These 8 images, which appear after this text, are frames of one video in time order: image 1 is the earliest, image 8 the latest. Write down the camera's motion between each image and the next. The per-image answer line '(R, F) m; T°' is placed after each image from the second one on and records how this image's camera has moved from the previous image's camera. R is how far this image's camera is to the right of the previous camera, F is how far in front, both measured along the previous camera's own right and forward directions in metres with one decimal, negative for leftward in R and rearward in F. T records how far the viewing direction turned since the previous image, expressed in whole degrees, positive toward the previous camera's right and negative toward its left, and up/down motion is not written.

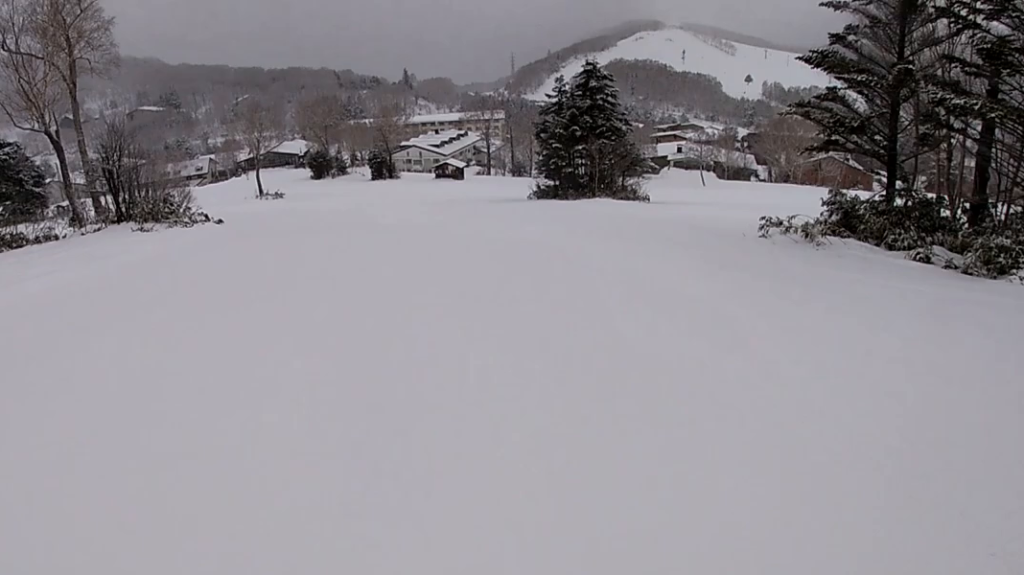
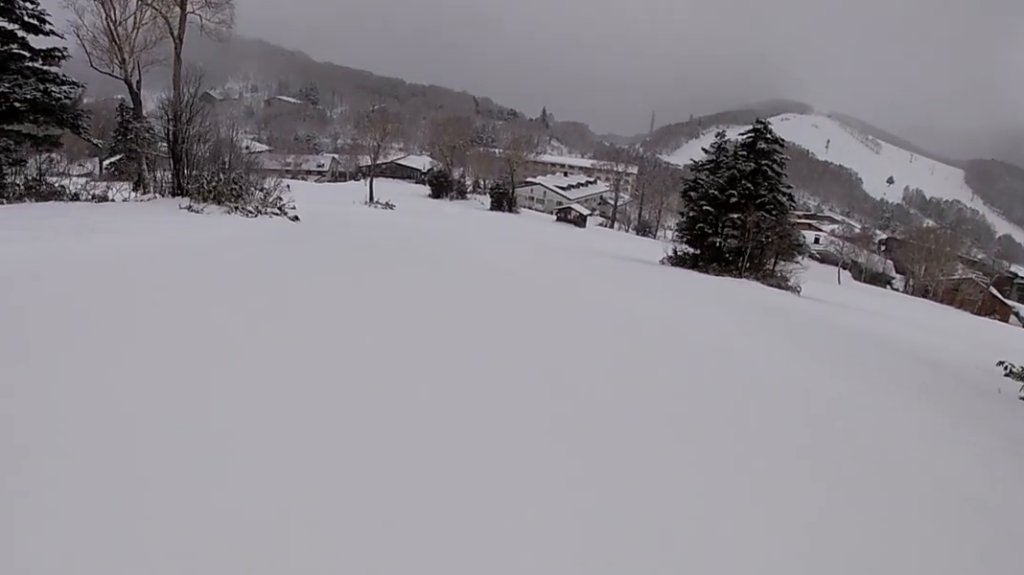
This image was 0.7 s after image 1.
(-1.0, +6.2) m; -4°
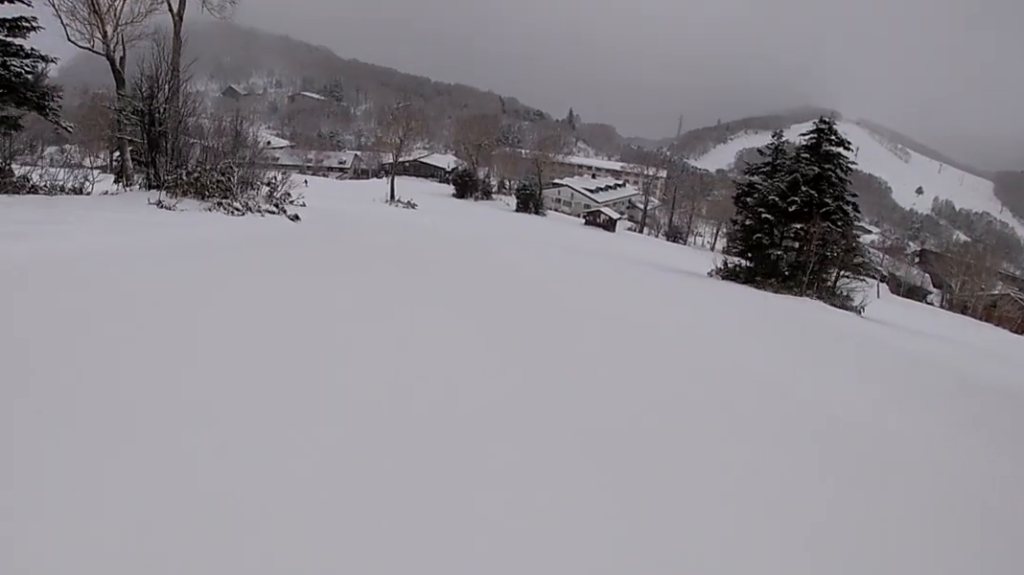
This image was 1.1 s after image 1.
(+0.4, +4.6) m; +2°
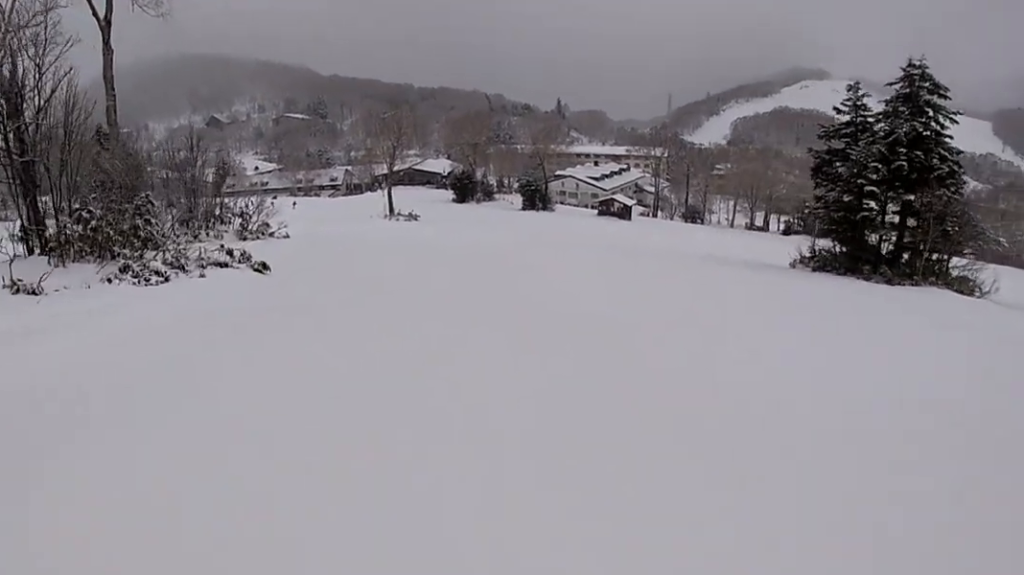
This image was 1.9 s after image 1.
(+0.3, +8.6) m; -1°
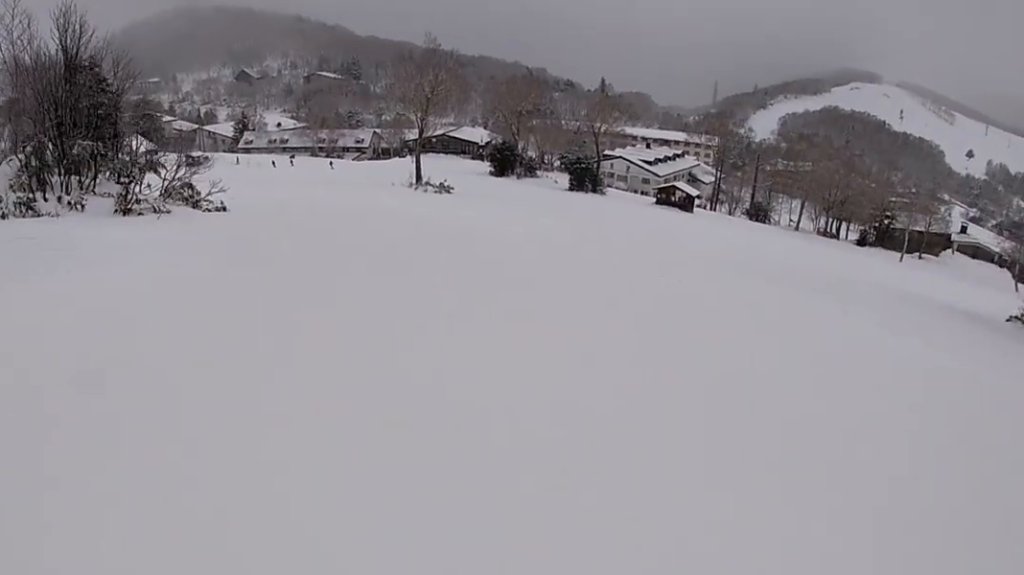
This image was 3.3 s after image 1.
(-1.4, +13.9) m; -11°
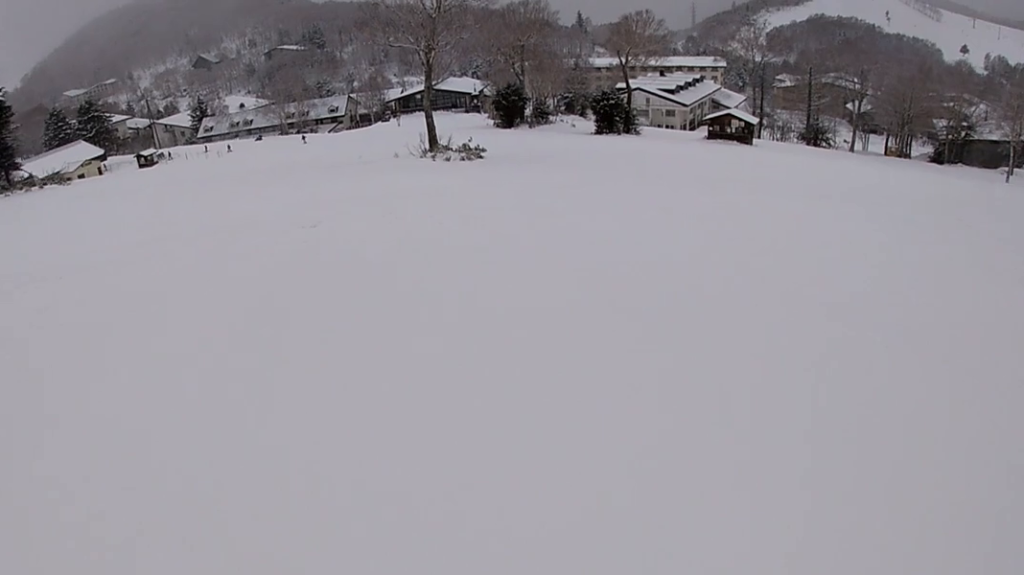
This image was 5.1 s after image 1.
(+0.8, +18.8) m; +1°
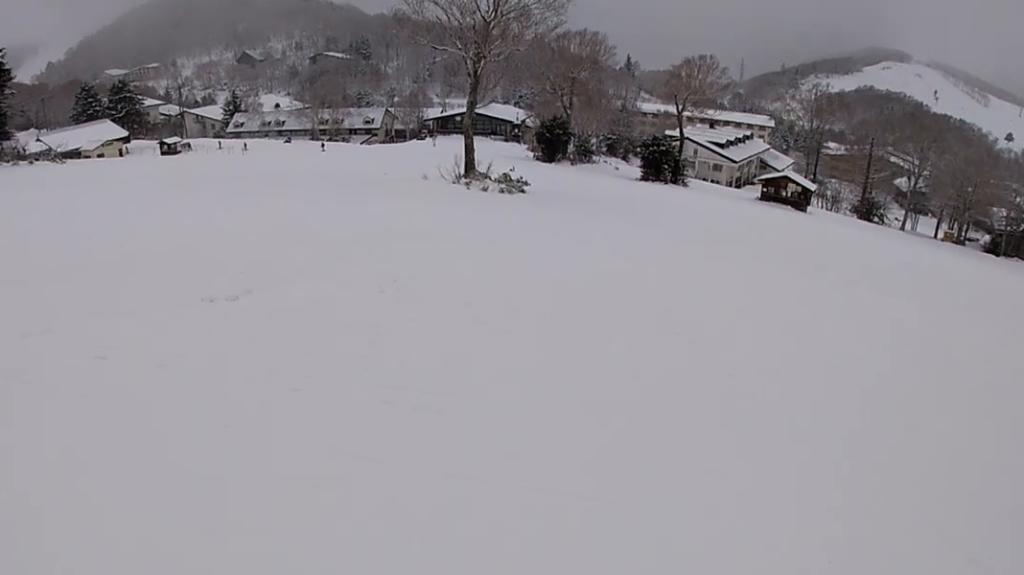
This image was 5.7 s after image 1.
(+0.7, +5.3) m; -6°
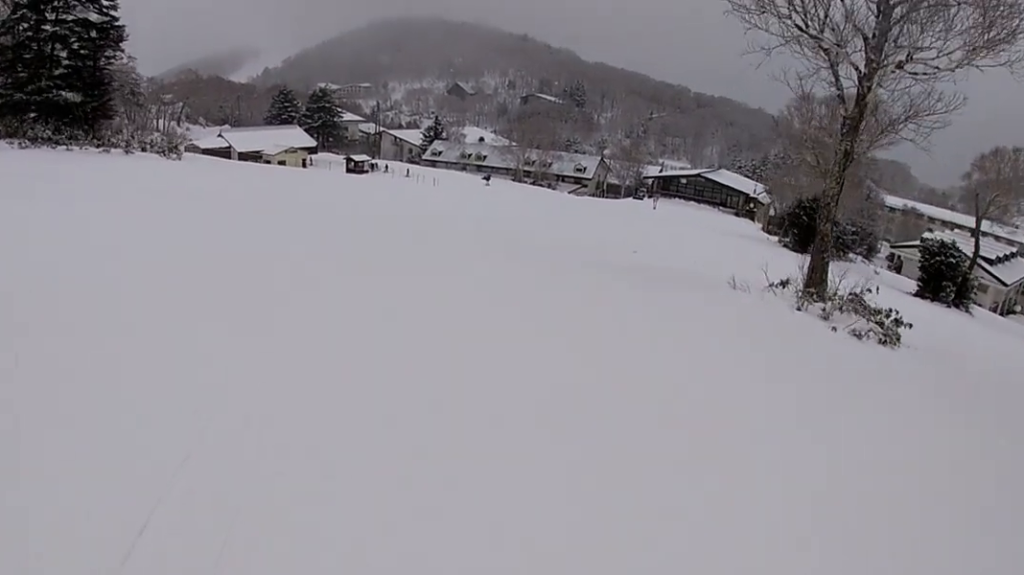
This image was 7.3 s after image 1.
(-4.1, +14.1) m; -17°
